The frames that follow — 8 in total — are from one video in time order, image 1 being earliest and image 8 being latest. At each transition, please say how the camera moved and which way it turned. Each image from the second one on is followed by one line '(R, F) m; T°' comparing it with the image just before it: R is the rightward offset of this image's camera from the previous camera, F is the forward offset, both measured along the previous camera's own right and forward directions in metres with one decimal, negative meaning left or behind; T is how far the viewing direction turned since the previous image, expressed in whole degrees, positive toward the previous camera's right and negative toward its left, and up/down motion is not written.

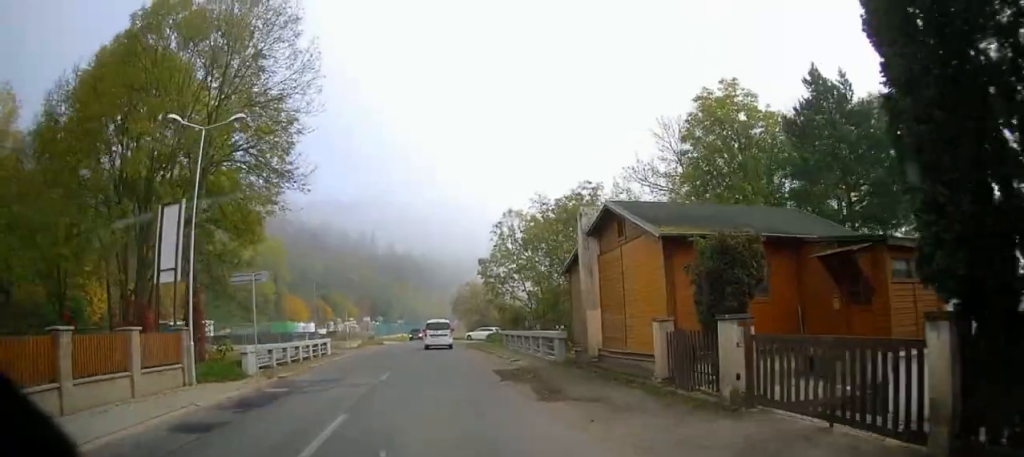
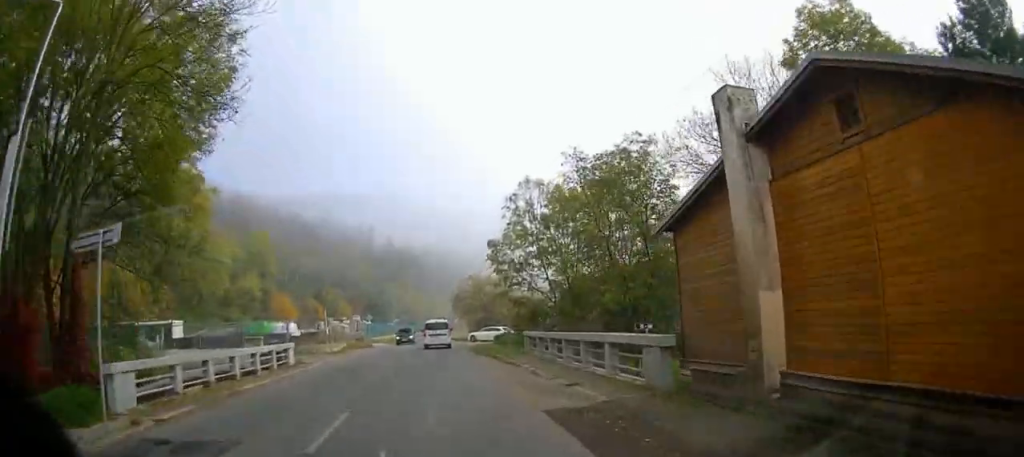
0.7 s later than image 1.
(0.0, +8.8) m; 0°
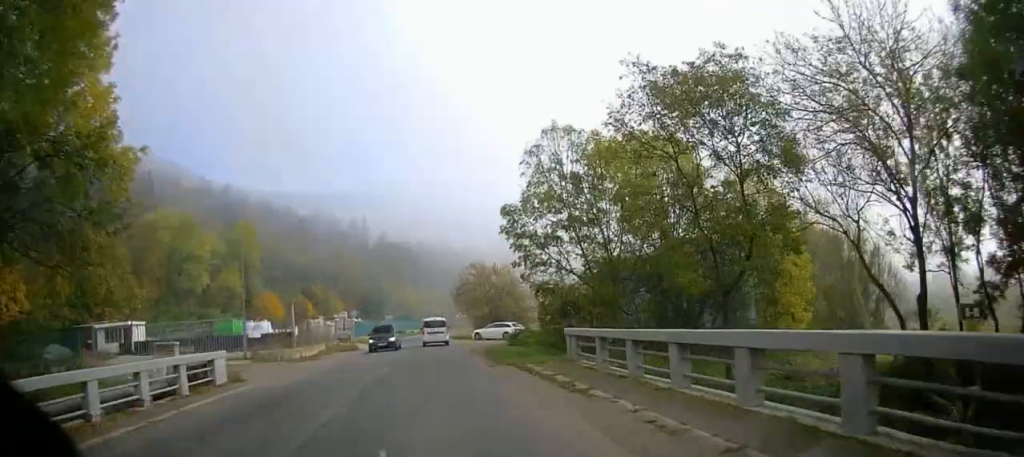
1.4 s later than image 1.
(0.0, +8.5) m; 0°
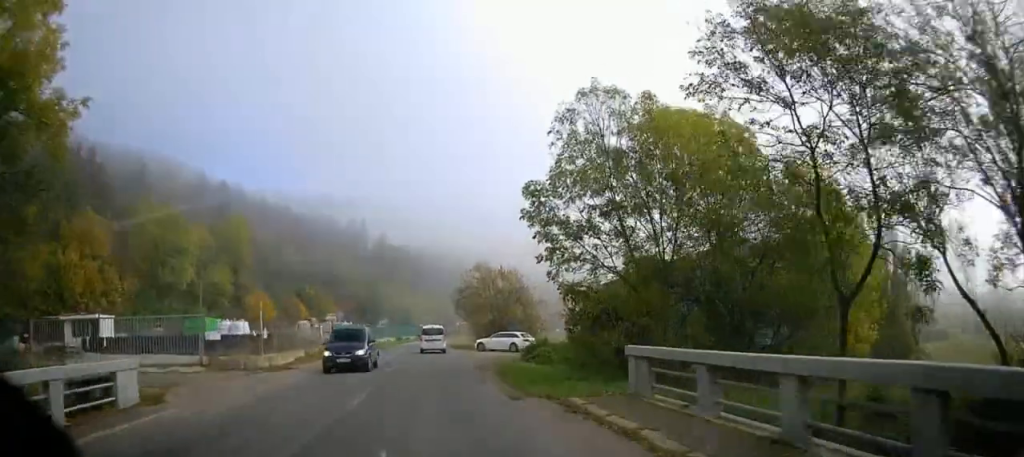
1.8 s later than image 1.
(0.0, +5.7) m; 0°
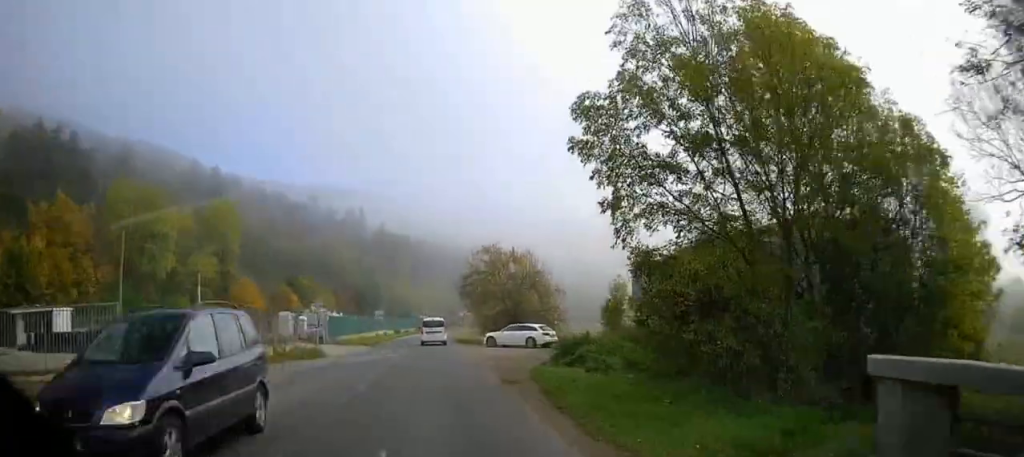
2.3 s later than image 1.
(0.0, +7.1) m; 0°
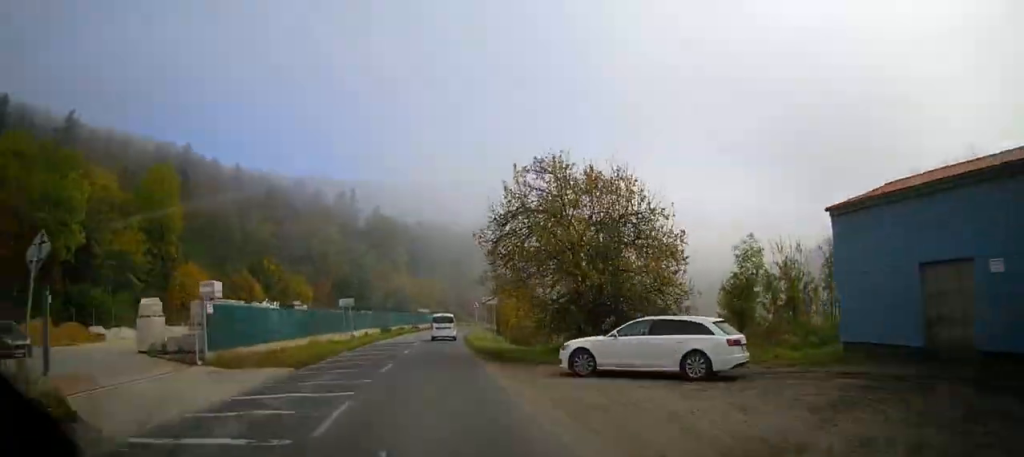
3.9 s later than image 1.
(+0.2, +22.4) m; 0°
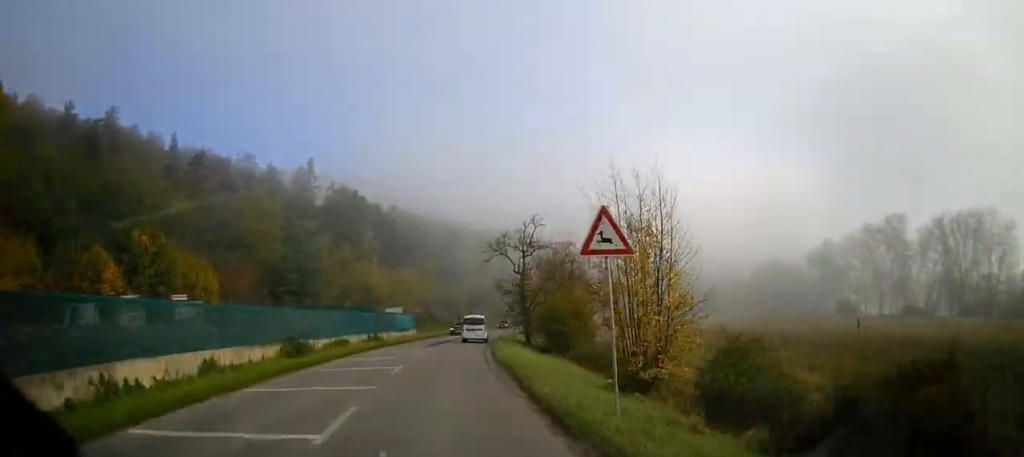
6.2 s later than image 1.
(+0.4, +36.1) m; +4°
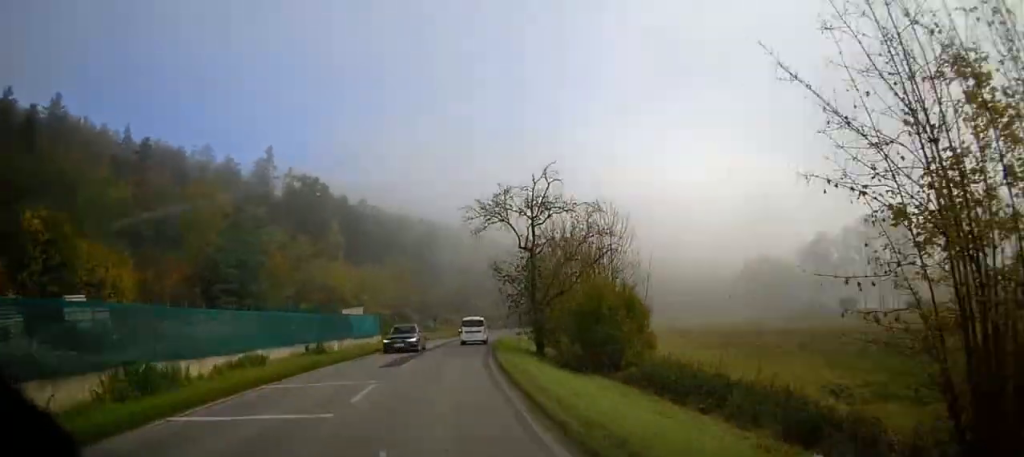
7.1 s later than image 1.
(+0.6, +13.8) m; +2°
